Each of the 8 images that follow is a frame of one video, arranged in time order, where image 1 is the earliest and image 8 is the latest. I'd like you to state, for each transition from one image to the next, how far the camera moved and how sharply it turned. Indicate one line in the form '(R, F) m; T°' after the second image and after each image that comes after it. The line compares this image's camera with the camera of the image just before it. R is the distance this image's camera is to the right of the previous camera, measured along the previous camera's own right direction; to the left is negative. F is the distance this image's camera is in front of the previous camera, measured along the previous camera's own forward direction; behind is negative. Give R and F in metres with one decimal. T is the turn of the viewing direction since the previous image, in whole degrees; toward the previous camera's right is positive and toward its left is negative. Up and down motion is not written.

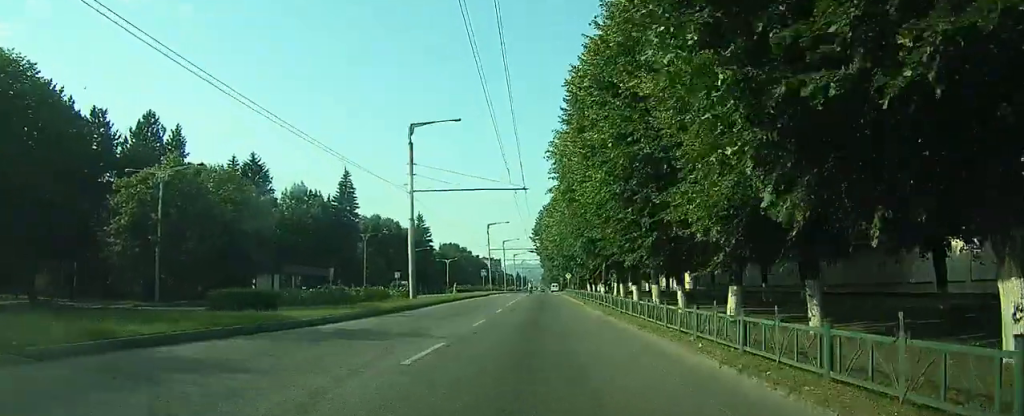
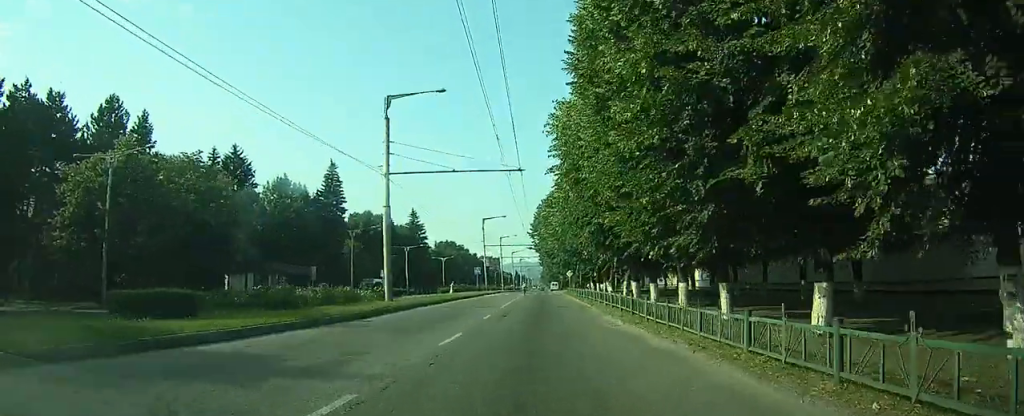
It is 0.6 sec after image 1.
(-0.1, +5.6) m; 0°
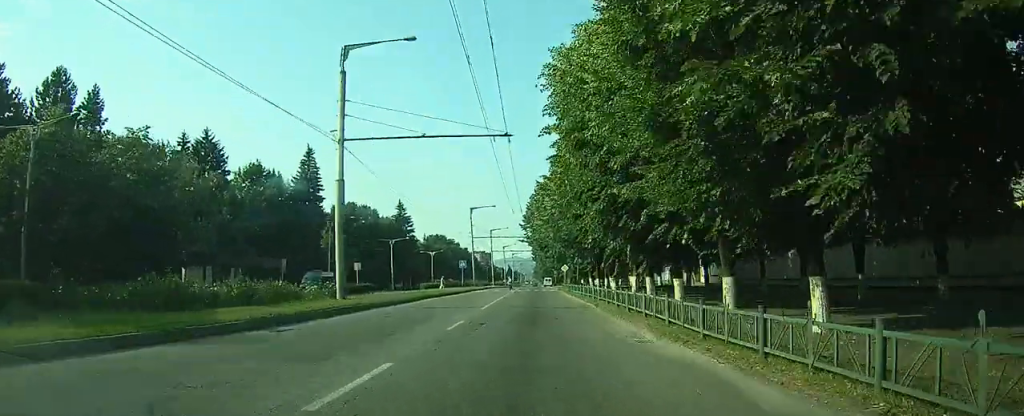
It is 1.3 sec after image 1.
(0.0, +6.5) m; +1°
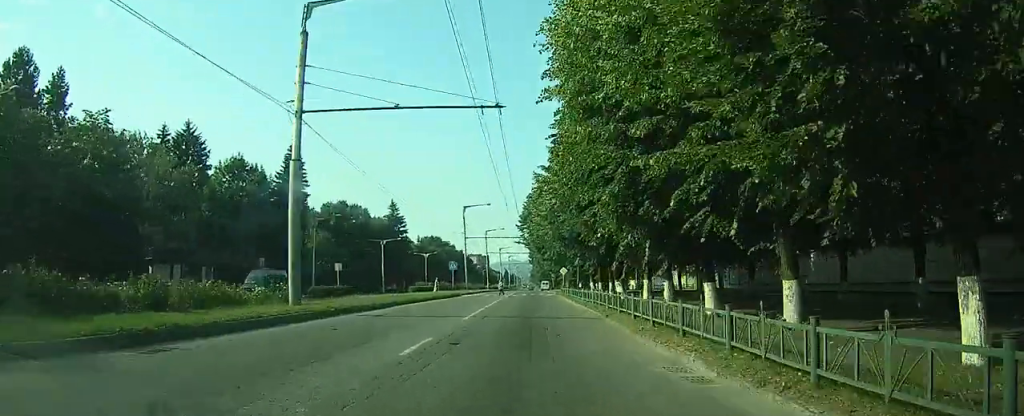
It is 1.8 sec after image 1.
(+0.1, +4.6) m; +1°
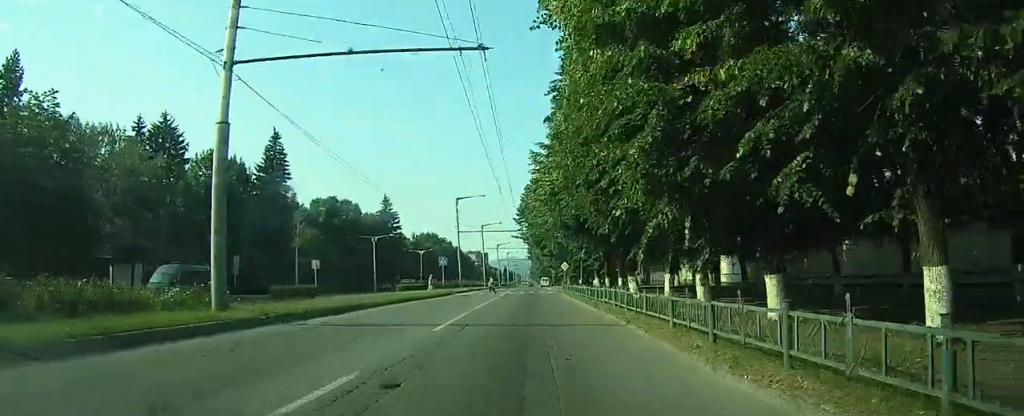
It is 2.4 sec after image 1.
(+0.1, +5.2) m; +1°
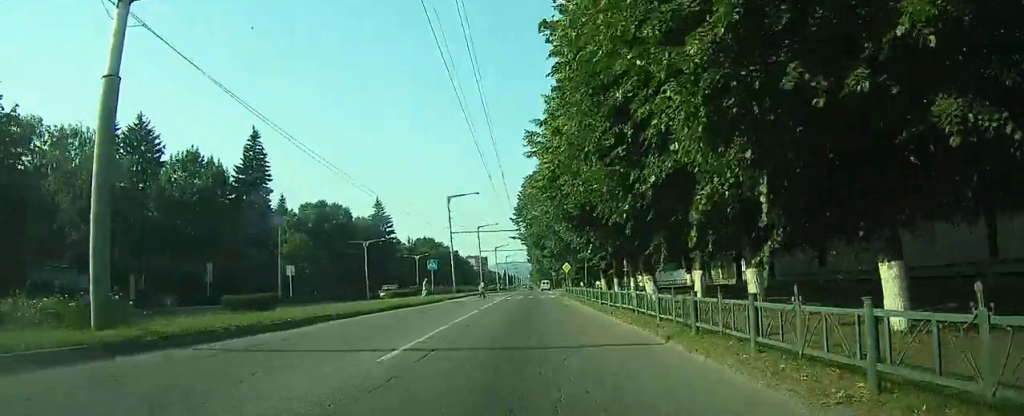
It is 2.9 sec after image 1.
(0.0, +4.9) m; +1°
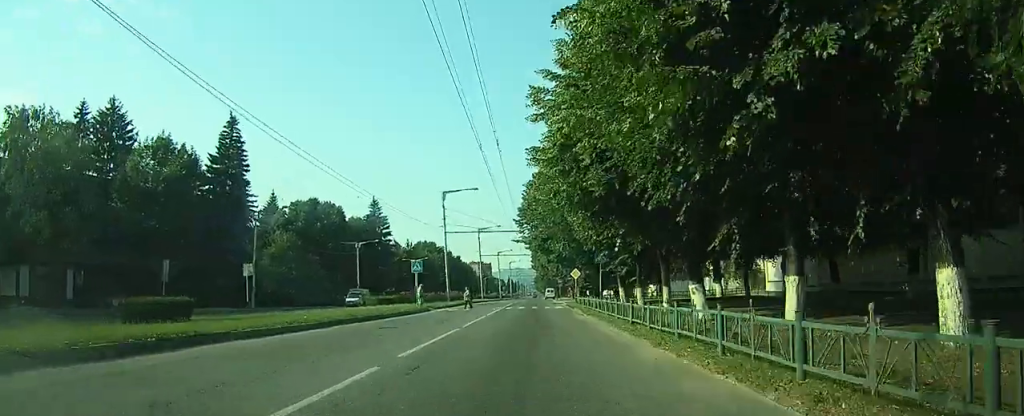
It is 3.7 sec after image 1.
(+0.1, +7.2) m; +1°
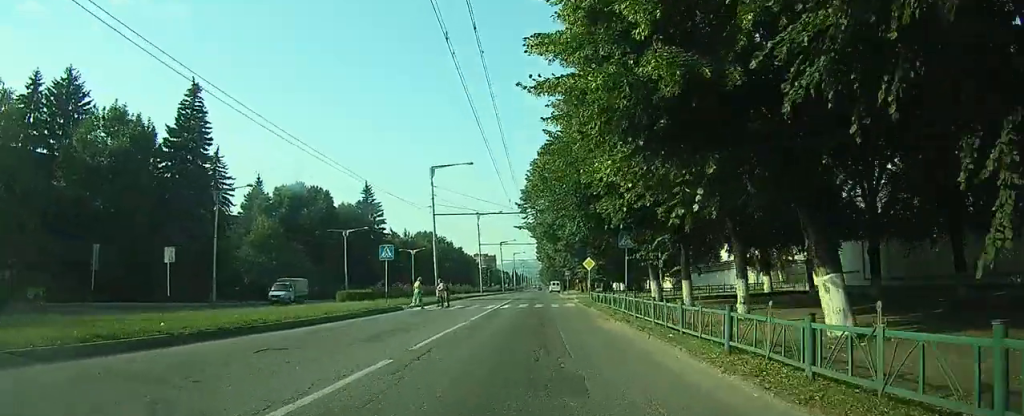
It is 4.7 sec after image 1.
(0.0, +8.7) m; -3°
